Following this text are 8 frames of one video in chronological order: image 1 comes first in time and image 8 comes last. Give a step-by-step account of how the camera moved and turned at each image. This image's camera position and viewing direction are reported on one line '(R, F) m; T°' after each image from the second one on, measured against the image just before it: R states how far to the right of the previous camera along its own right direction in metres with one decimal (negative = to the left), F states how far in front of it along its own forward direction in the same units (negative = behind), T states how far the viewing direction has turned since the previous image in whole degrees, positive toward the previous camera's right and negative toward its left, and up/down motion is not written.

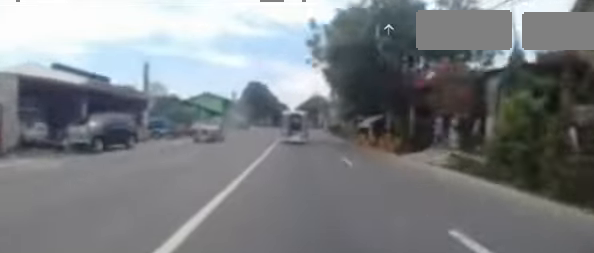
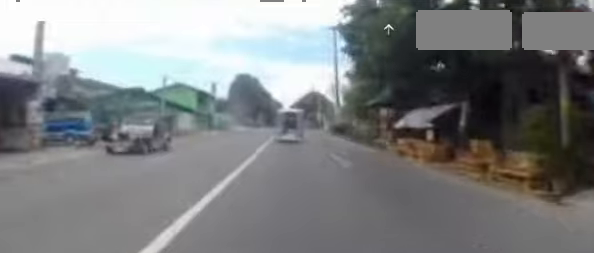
(+0.3, +10.4) m; +2°
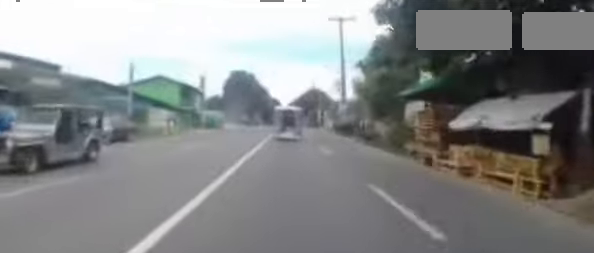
(+0.1, +5.0) m; +1°
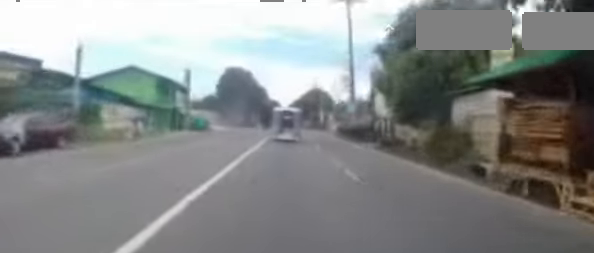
(0.0, +5.4) m; 0°
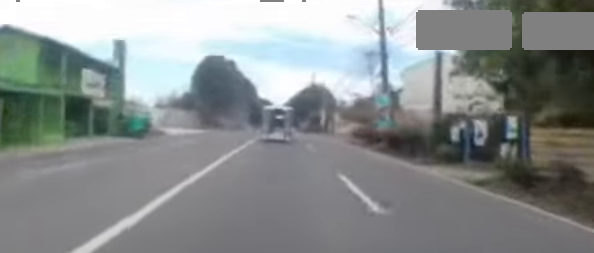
(0.0, +12.5) m; 0°
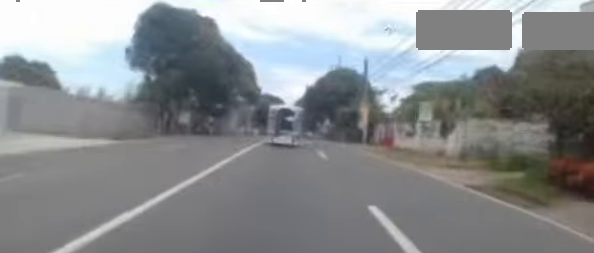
(-0.9, +20.6) m; -3°
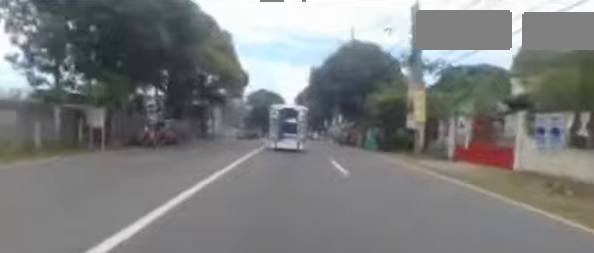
(+0.4, +12.1) m; -1°
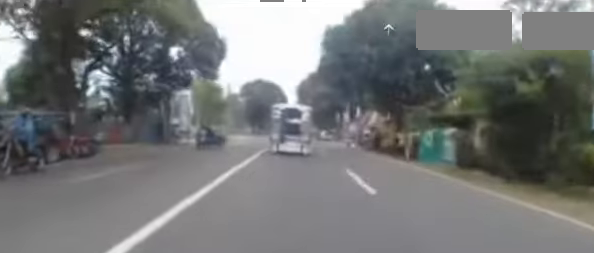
(-0.7, +11.5) m; -2°
